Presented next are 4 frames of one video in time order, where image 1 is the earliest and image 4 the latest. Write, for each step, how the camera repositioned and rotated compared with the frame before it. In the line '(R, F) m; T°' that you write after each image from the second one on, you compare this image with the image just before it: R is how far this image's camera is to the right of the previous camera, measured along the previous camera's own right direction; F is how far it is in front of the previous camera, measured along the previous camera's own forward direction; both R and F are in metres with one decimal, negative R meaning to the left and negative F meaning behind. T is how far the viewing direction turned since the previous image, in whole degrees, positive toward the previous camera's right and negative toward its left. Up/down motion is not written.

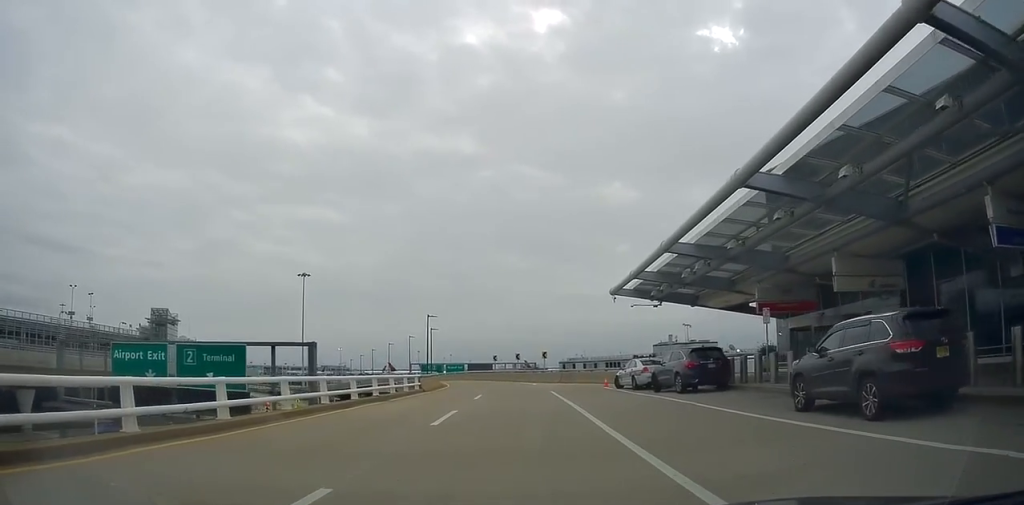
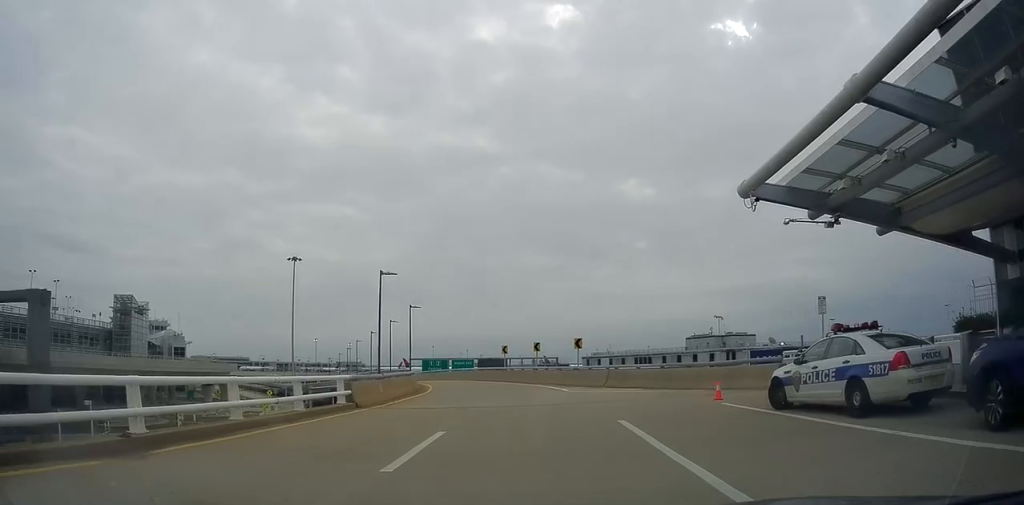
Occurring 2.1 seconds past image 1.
(-0.1, +18.6) m; -3°
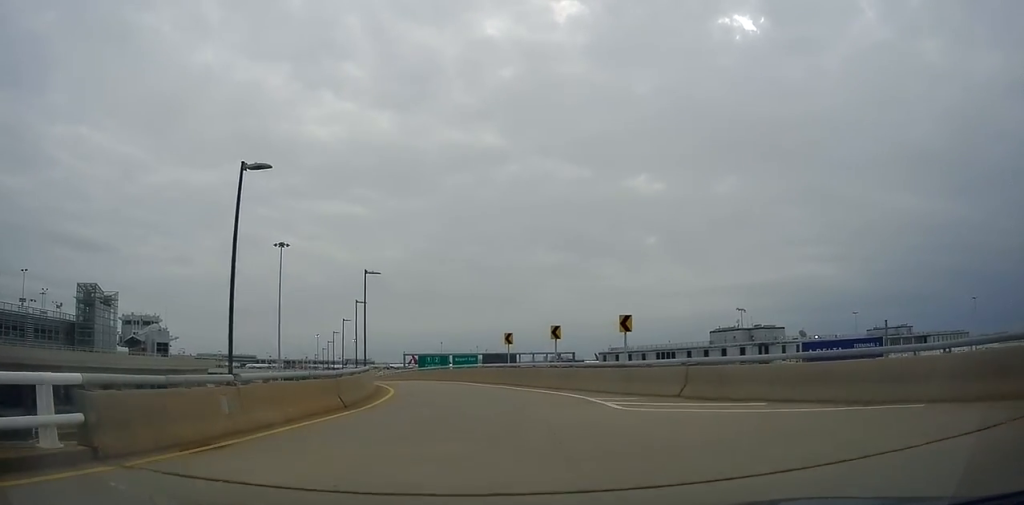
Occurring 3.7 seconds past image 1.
(-0.4, +13.8) m; -3°
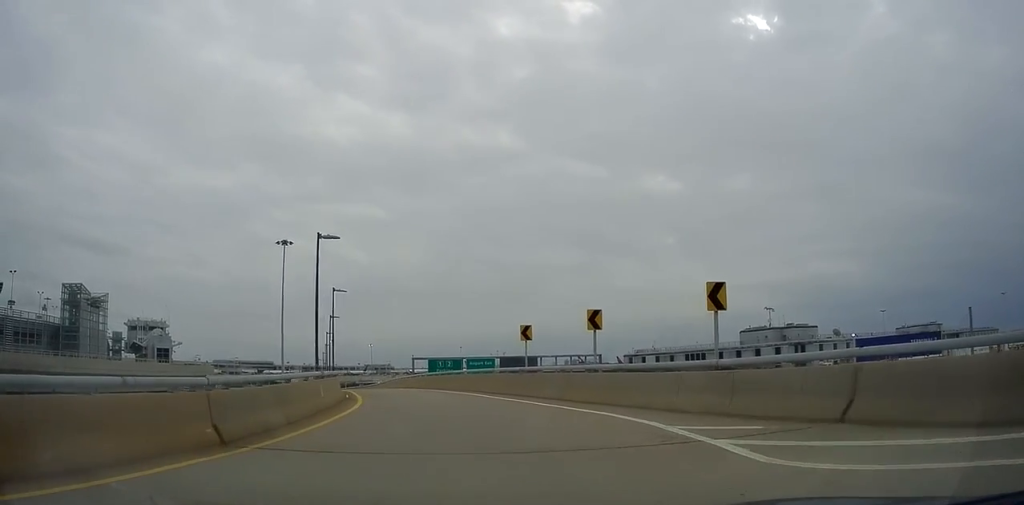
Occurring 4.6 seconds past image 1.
(-0.1, +9.0) m; +2°
